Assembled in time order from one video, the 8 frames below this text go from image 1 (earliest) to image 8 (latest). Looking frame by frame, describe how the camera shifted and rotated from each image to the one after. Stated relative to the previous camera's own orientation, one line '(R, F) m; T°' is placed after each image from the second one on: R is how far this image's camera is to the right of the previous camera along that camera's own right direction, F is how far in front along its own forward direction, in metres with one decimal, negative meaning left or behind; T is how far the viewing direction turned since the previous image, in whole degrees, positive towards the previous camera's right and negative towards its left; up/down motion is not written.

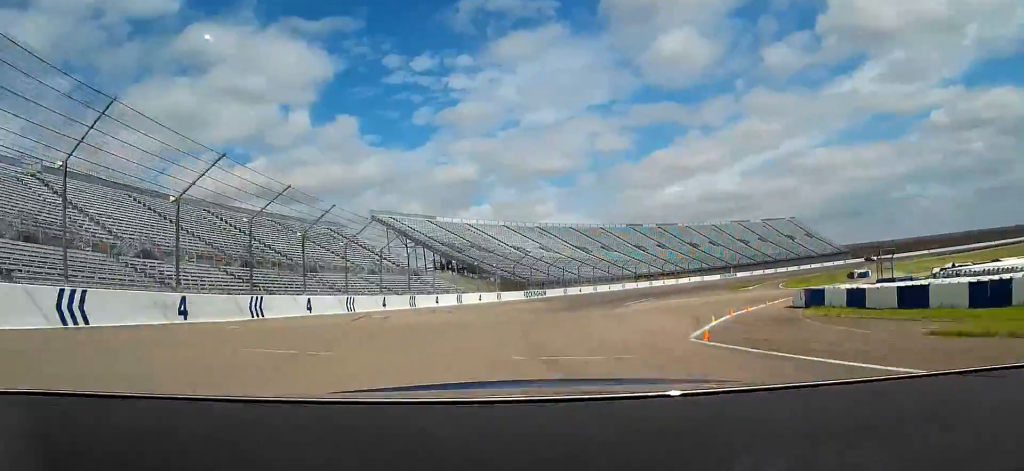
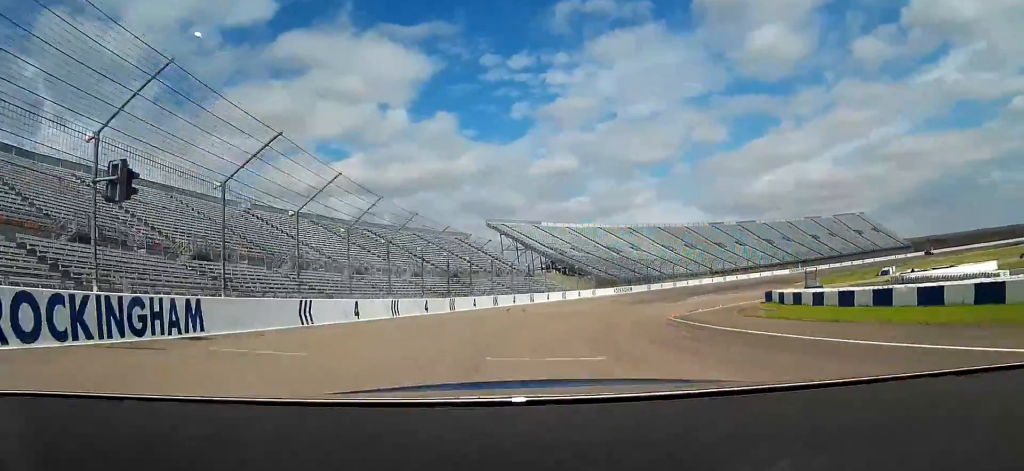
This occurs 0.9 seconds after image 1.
(-2.6, +26.5) m; -9°
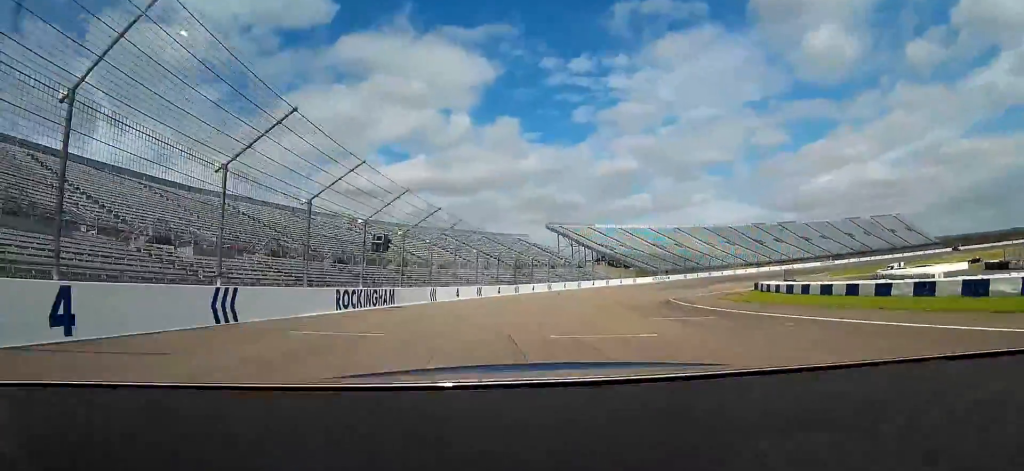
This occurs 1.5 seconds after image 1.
(-1.1, +19.3) m; -5°
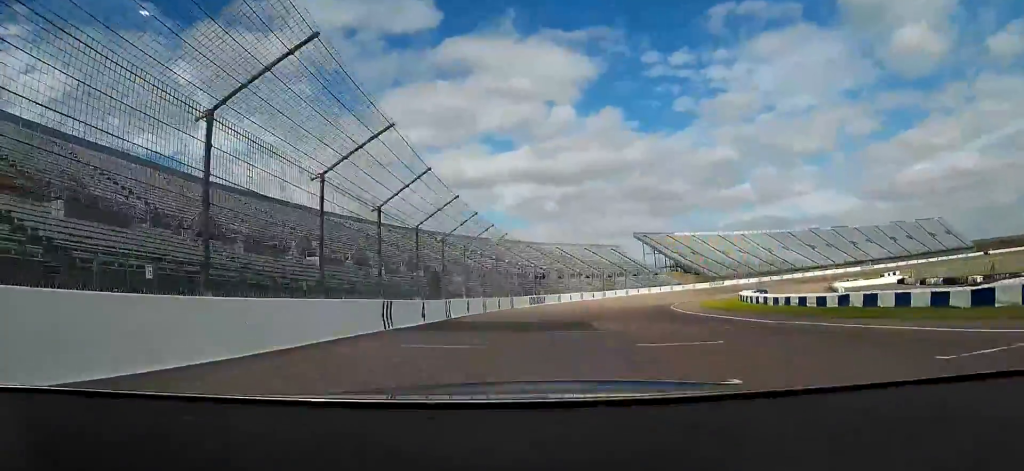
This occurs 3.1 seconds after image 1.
(-4.8, +54.7) m; -8°
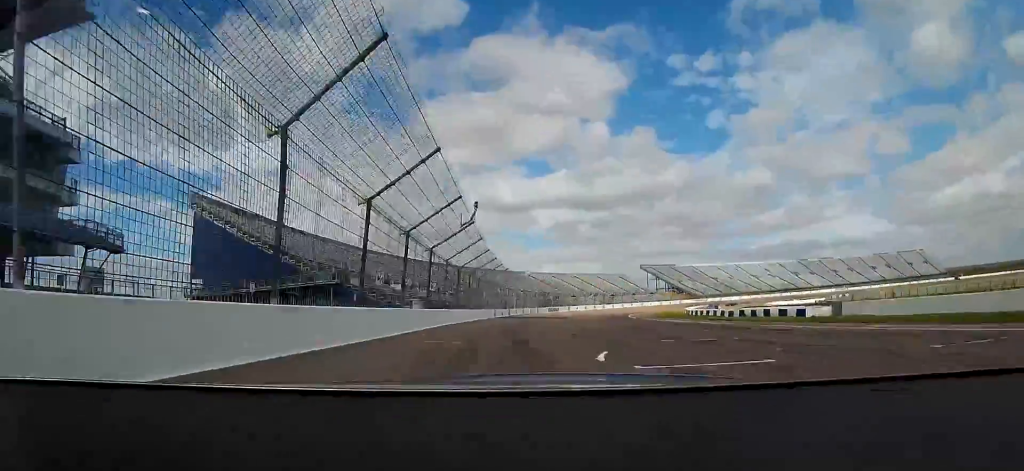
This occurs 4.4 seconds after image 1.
(-1.2, +53.1) m; -2°
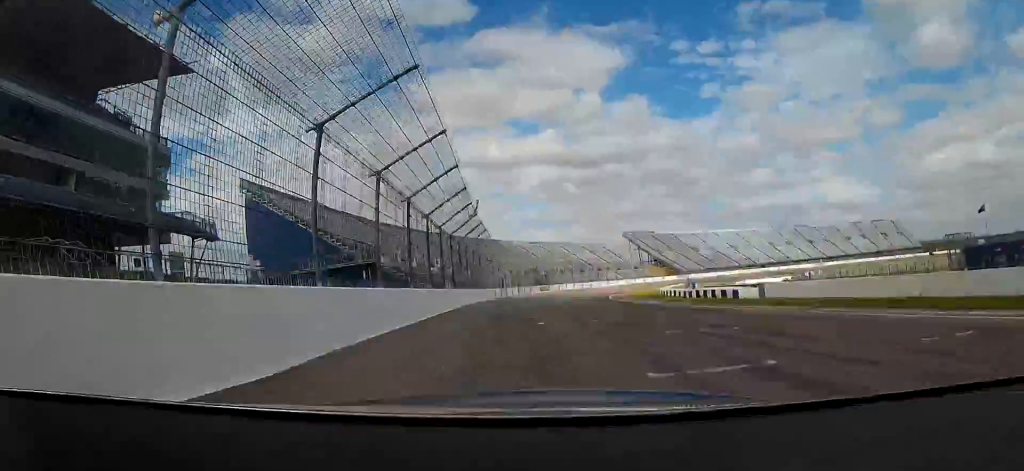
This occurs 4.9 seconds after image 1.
(0.0, +17.3) m; 0°
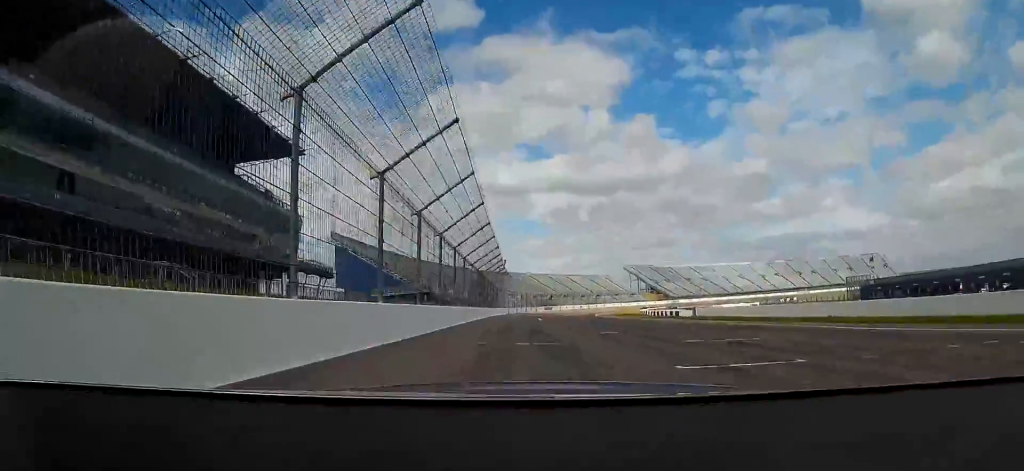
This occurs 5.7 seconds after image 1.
(-0.1, +33.0) m; 0°
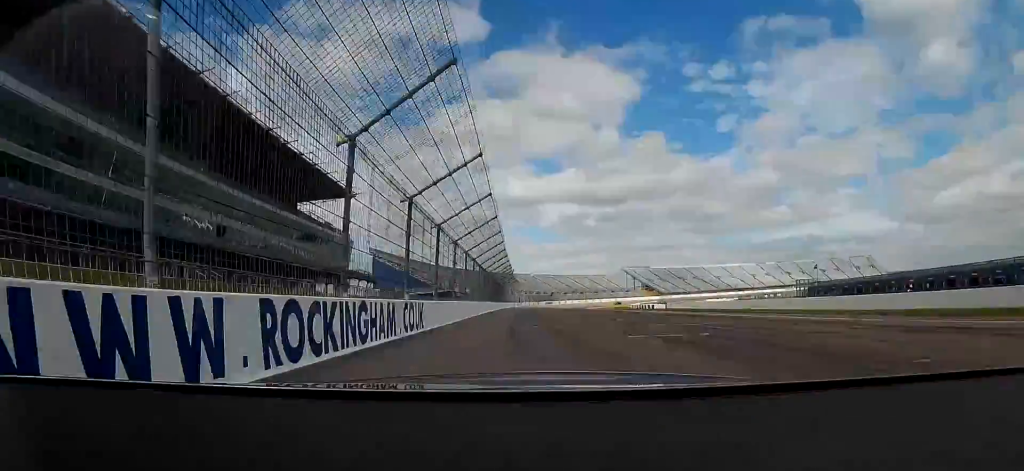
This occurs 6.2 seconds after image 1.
(0.0, +23.8) m; 0°
